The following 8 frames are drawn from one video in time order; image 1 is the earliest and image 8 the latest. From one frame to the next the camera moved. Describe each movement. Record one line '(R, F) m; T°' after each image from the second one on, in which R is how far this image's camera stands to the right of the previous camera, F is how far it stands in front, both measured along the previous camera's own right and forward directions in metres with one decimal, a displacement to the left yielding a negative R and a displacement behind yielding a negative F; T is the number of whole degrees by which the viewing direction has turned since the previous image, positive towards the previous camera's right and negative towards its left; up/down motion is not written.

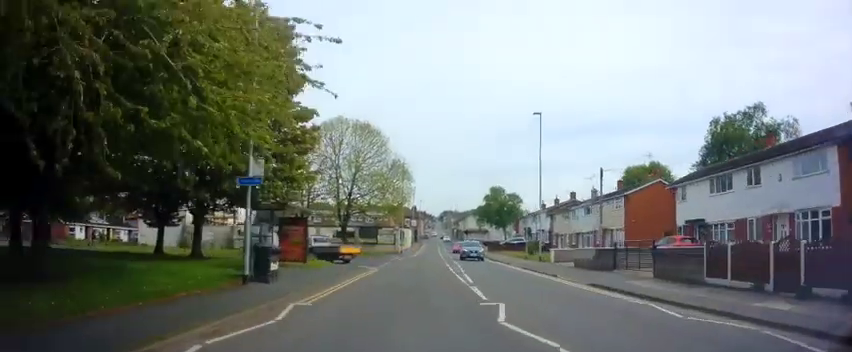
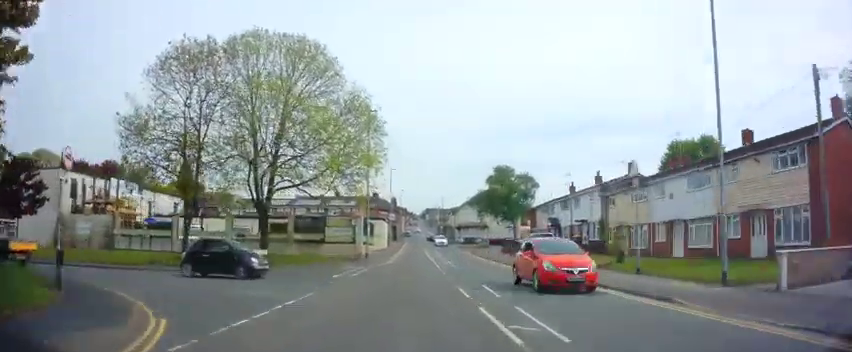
(+0.2, +21.5) m; +2°
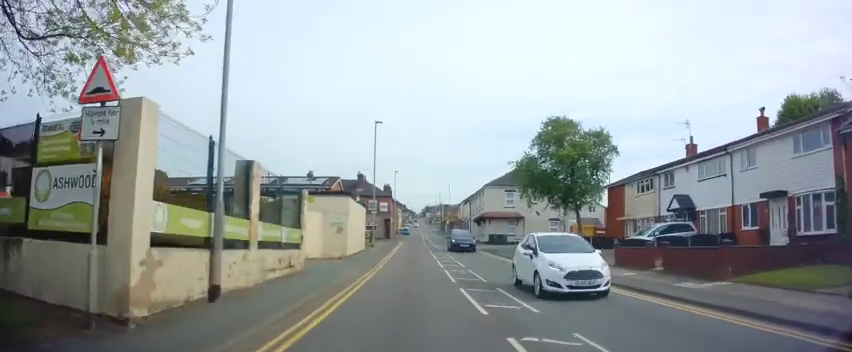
(-0.1, +24.4) m; -1°
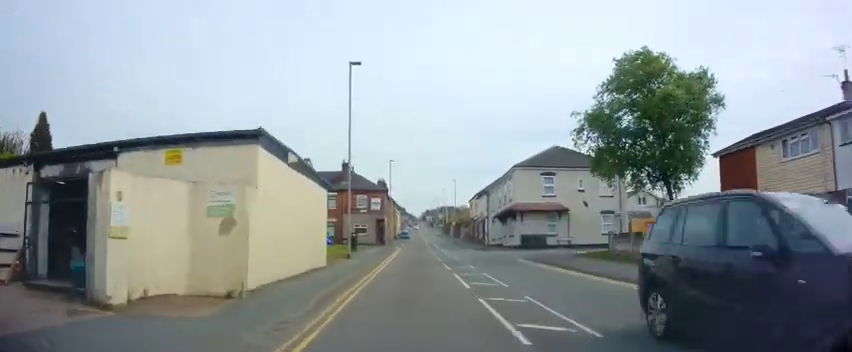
(-0.1, +14.6) m; +2°
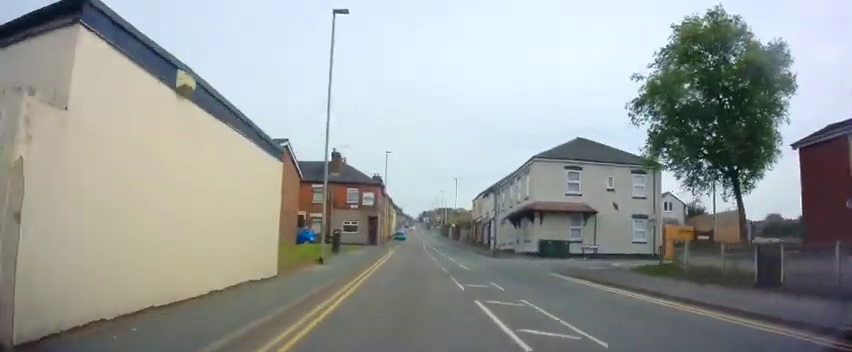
(+0.2, +6.1) m; 0°
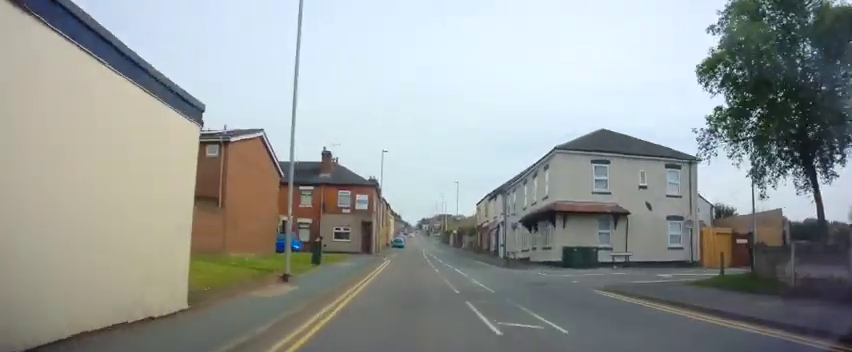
(+0.2, +4.9) m; 0°
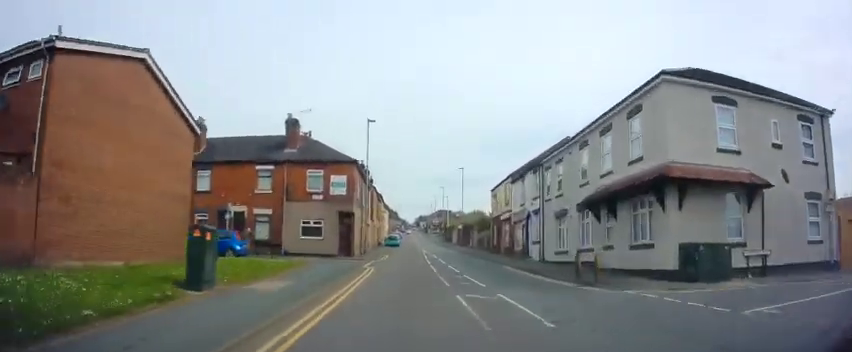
(-0.3, +11.8) m; -1°
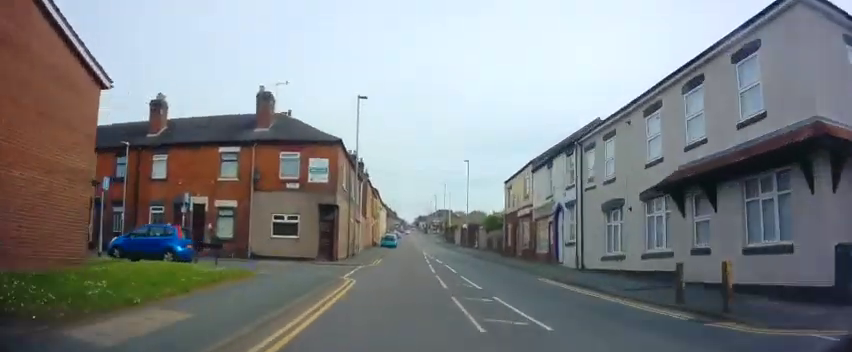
(0.0, +6.4) m; 0°
